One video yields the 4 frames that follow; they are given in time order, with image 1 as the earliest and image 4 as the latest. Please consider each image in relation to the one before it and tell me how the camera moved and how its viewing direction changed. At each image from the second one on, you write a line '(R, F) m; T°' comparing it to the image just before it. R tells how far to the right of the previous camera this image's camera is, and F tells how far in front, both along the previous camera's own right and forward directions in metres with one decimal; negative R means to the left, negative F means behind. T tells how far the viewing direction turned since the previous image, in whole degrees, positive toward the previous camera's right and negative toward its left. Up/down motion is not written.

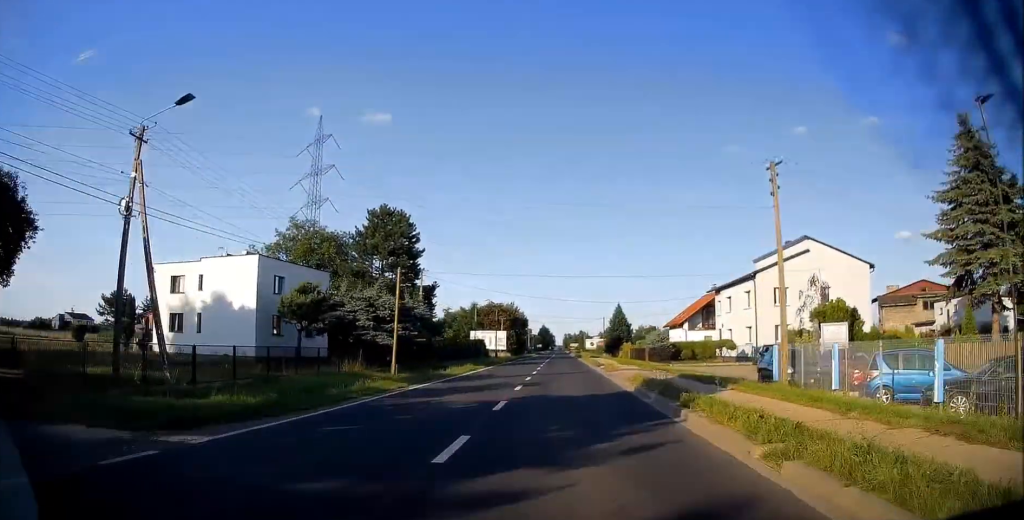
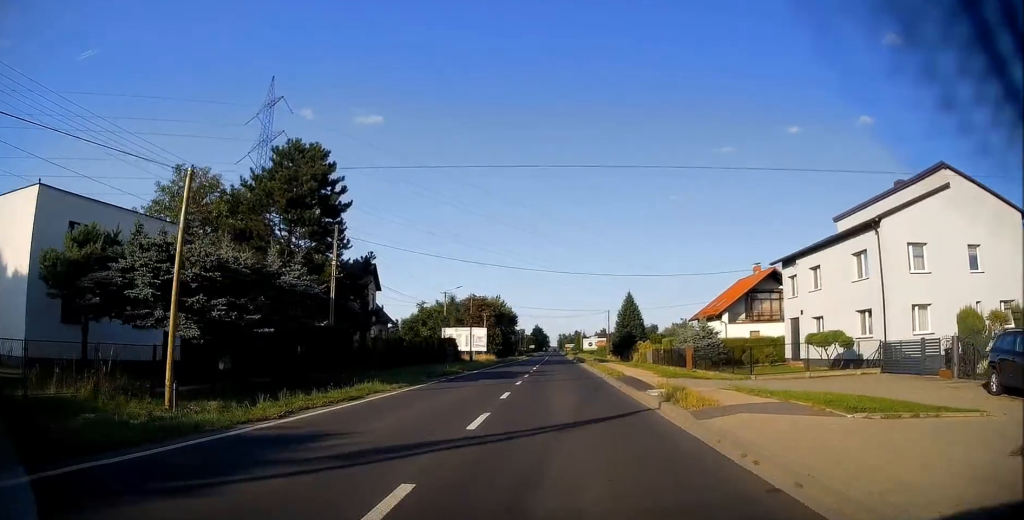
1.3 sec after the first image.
(-0.1, +21.0) m; 0°
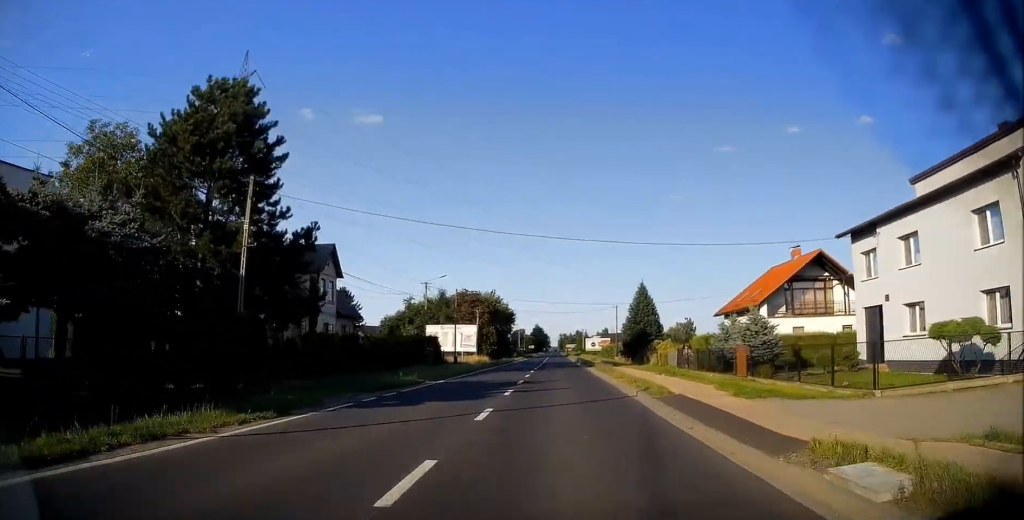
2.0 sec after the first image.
(+0.1, +10.7) m; +1°
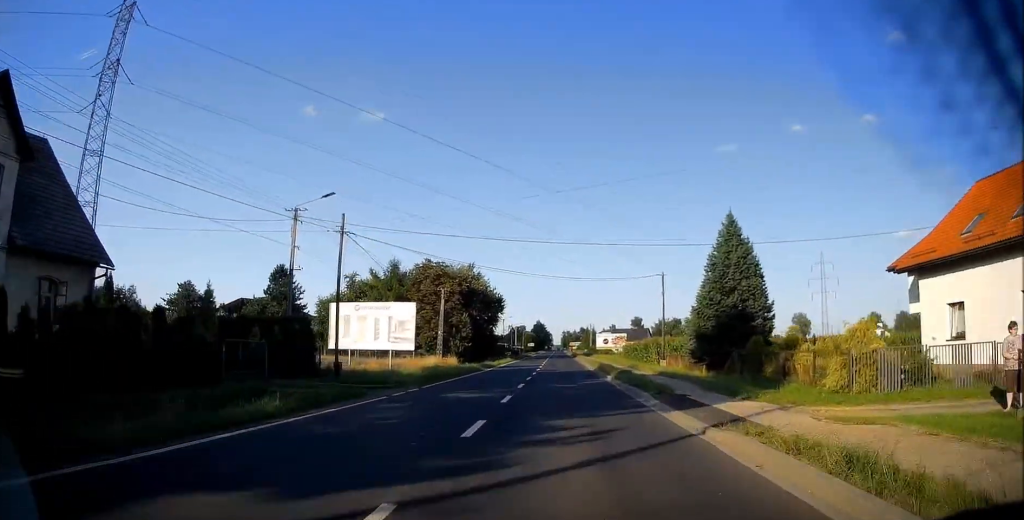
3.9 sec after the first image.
(+0.4, +31.7) m; 0°
